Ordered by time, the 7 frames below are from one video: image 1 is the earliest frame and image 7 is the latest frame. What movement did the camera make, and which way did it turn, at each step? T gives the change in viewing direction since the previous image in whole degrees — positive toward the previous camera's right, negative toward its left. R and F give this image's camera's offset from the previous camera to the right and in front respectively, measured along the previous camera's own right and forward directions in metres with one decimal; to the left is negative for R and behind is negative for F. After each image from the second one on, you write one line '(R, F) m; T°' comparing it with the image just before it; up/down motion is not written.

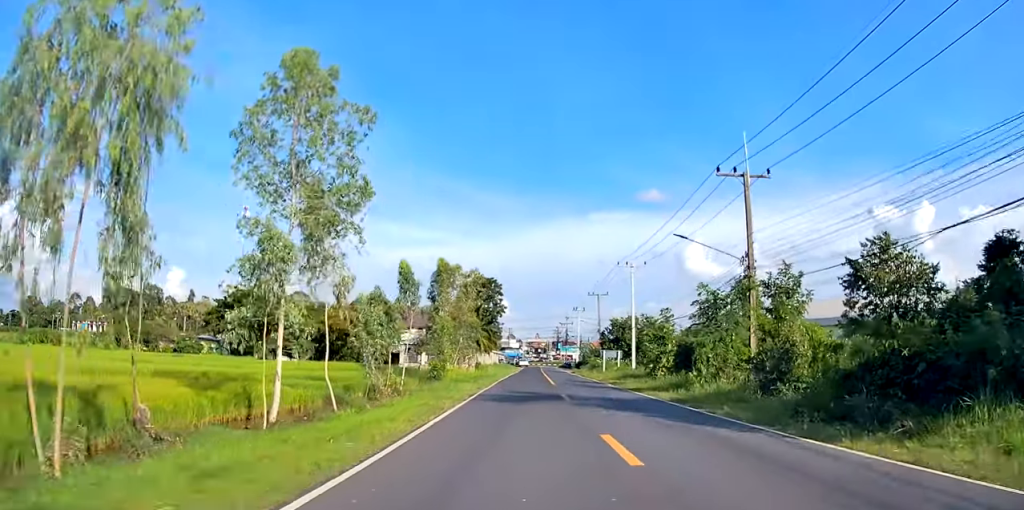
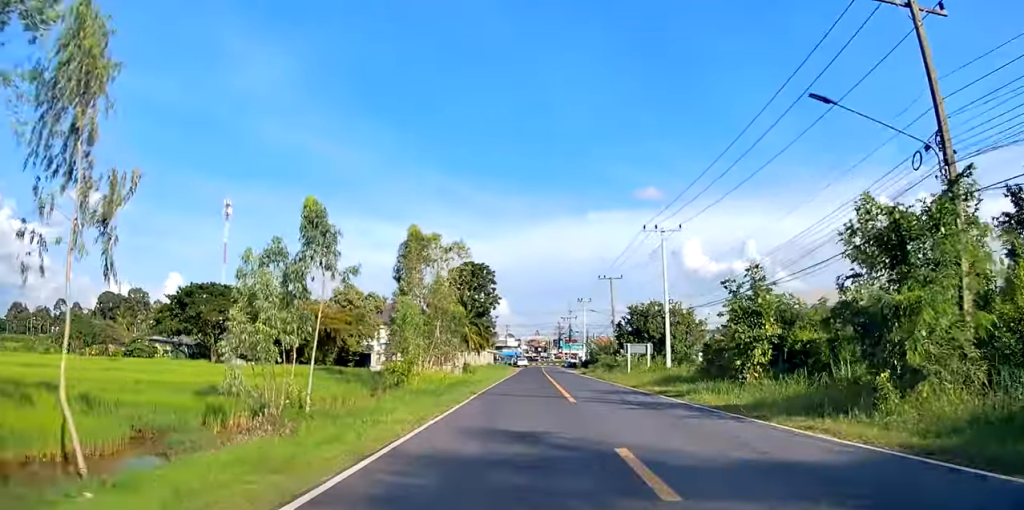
(0.0, +13.7) m; +1°
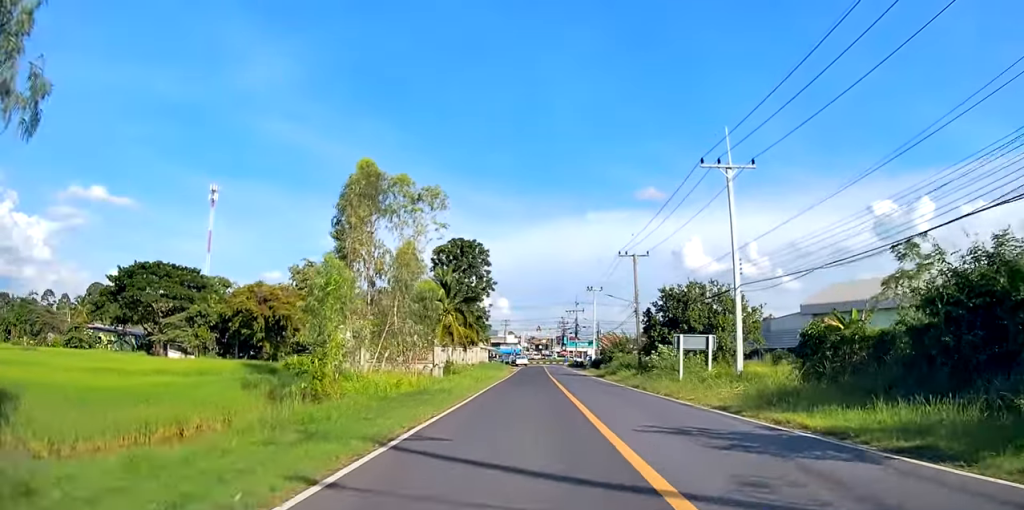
(+0.4, +13.9) m; +3°
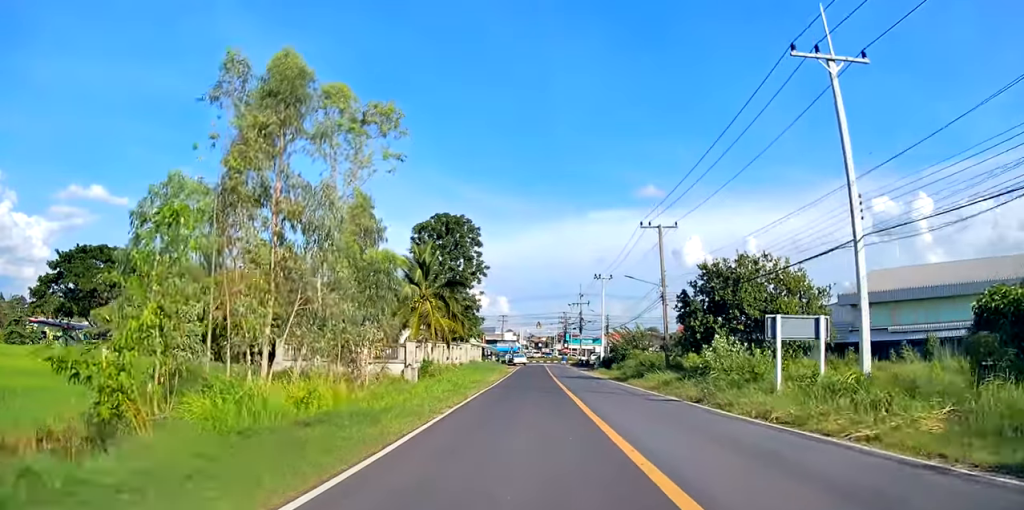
(+0.2, +10.1) m; +1°
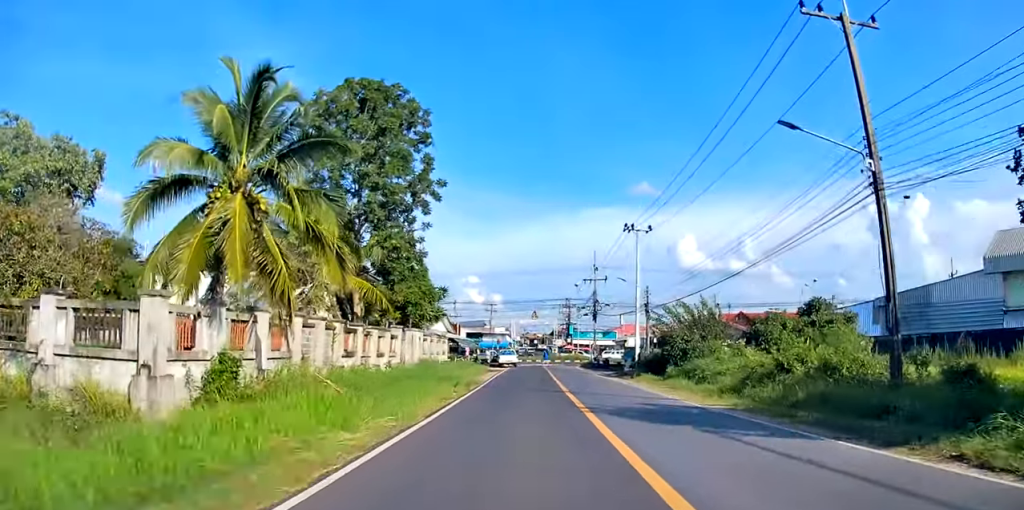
(-0.1, +27.5) m; 0°
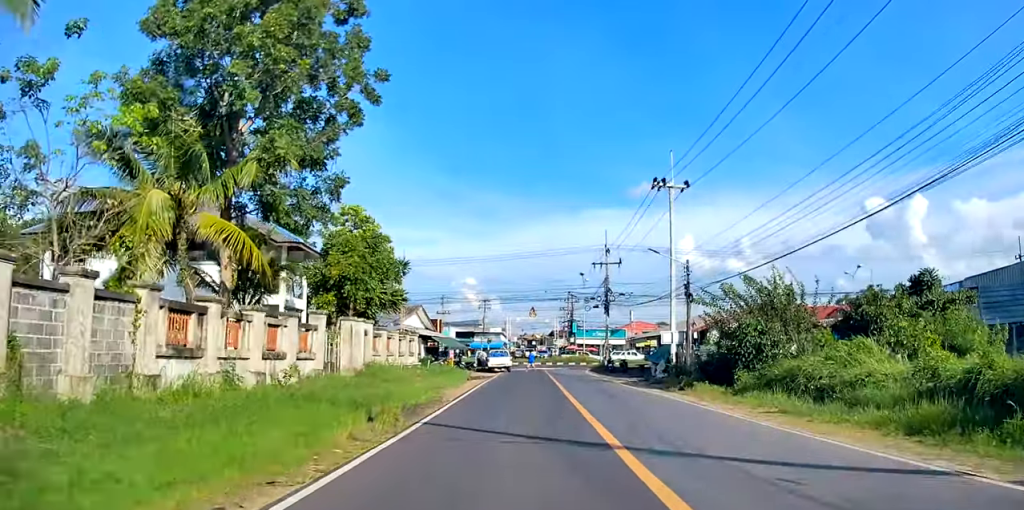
(0.0, +12.9) m; -1°
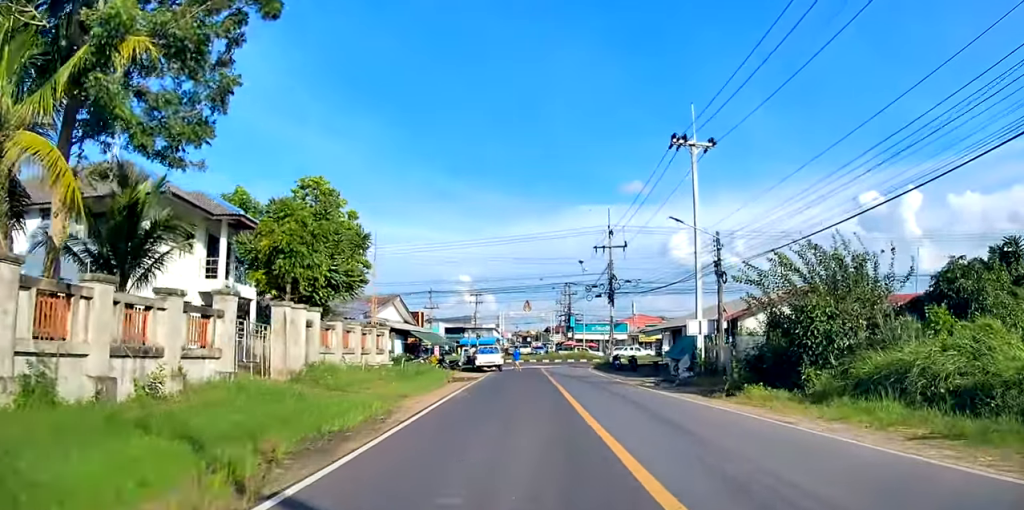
(0.0, +6.2) m; 0°
